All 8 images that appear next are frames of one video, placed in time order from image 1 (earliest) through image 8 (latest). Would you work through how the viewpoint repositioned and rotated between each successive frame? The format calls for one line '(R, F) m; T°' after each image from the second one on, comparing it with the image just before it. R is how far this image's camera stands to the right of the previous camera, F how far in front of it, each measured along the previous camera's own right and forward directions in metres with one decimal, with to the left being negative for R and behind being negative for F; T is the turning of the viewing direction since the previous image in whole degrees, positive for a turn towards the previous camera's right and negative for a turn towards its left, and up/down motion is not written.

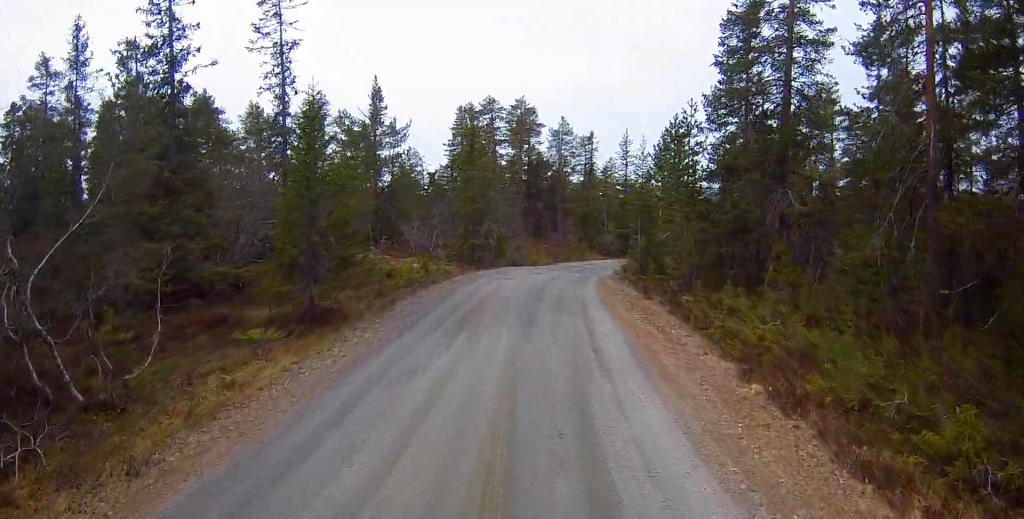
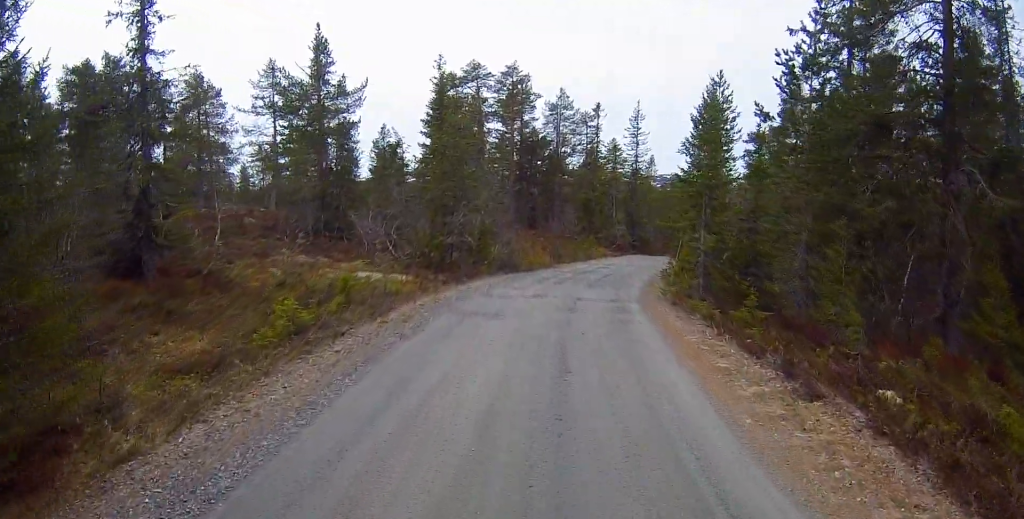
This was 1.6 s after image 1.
(-0.5, +10.6) m; -2°
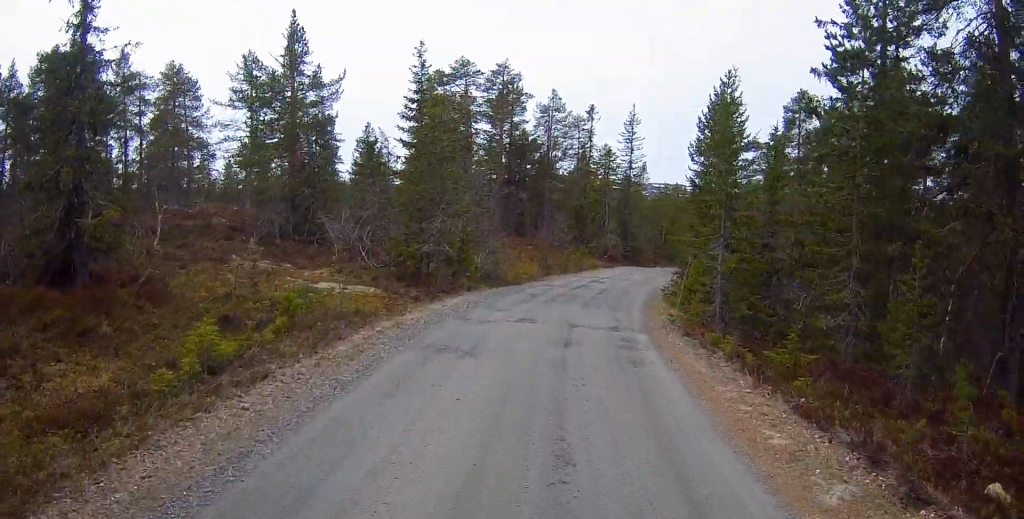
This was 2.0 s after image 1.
(0.0, +2.8) m; +1°
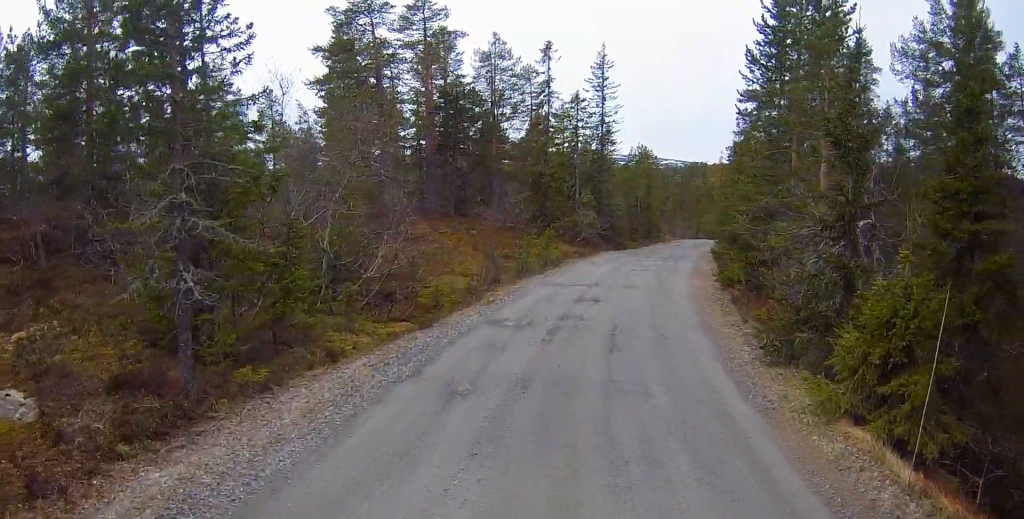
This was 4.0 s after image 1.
(+0.7, +13.0) m; +8°
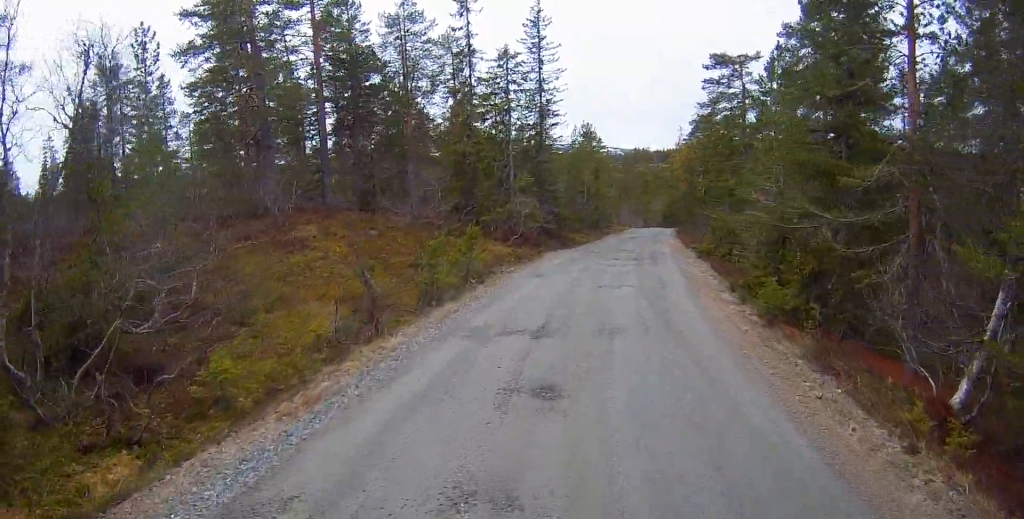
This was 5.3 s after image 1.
(+0.7, +7.9) m; +7°
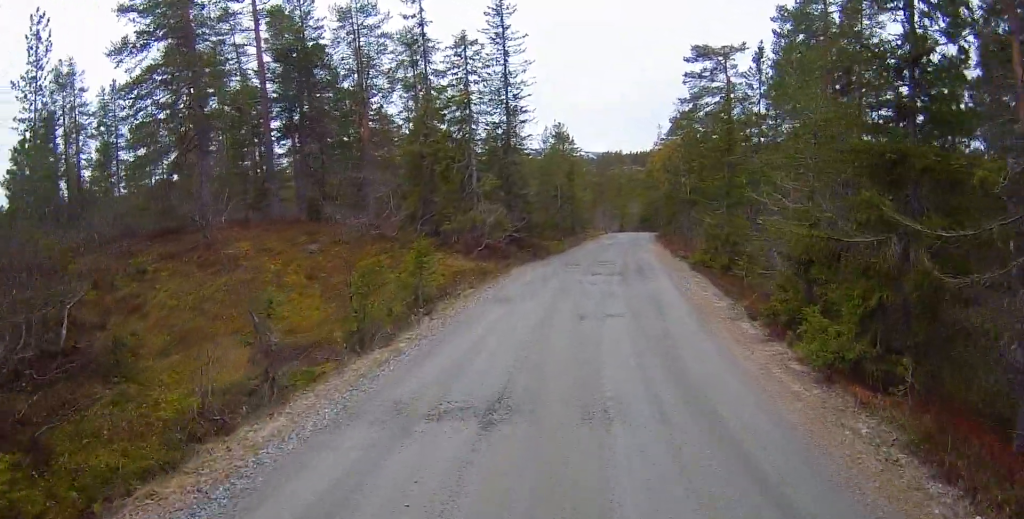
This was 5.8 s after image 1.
(-0.1, +3.2) m; +3°
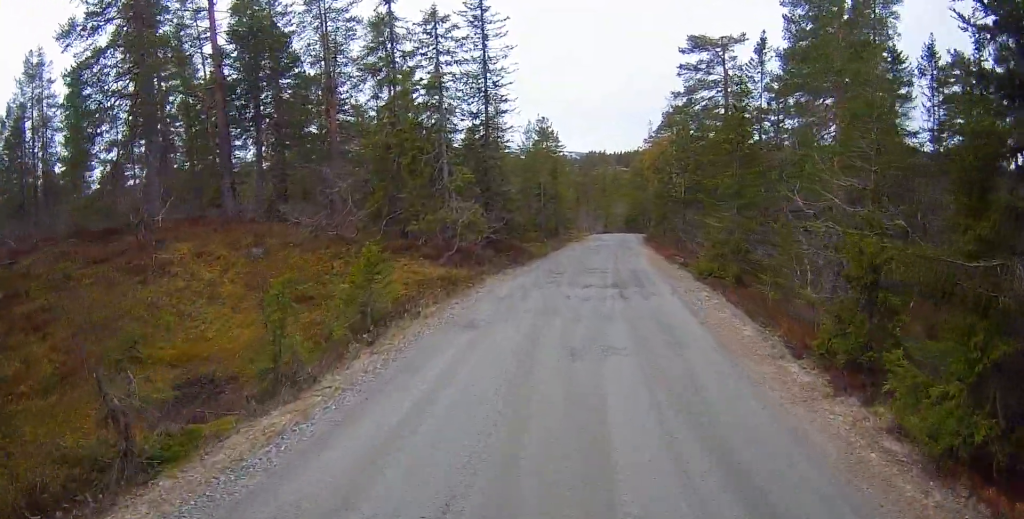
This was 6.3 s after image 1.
(+0.2, +2.8) m; +1°
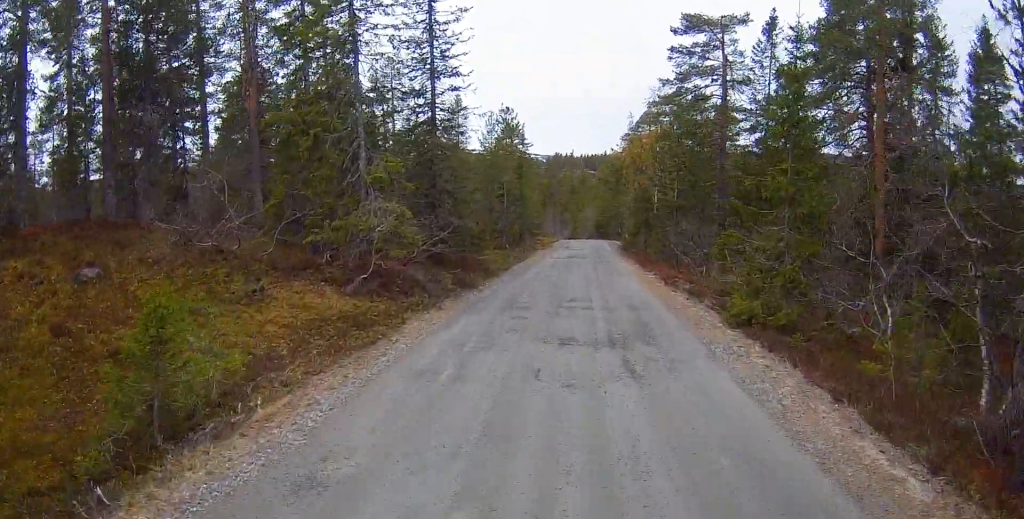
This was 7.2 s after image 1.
(+0.2, +5.8) m; +1°
